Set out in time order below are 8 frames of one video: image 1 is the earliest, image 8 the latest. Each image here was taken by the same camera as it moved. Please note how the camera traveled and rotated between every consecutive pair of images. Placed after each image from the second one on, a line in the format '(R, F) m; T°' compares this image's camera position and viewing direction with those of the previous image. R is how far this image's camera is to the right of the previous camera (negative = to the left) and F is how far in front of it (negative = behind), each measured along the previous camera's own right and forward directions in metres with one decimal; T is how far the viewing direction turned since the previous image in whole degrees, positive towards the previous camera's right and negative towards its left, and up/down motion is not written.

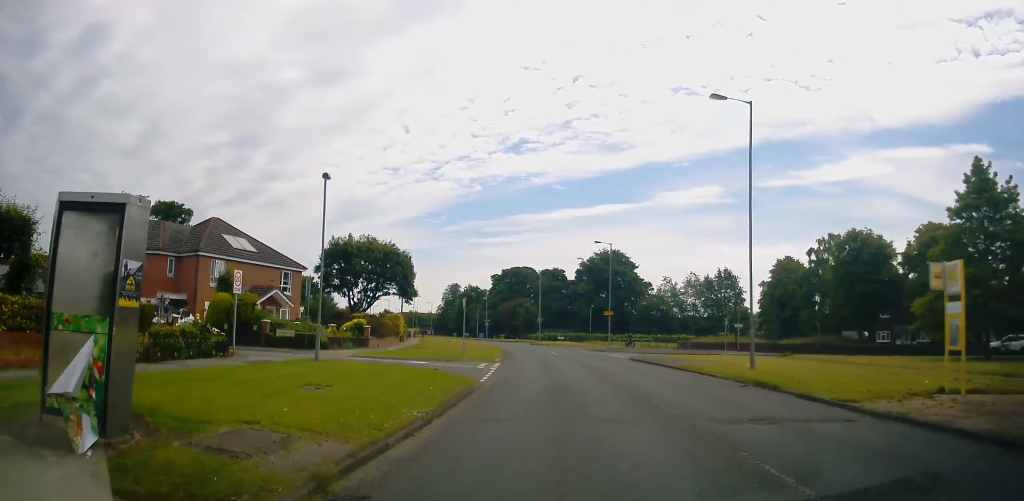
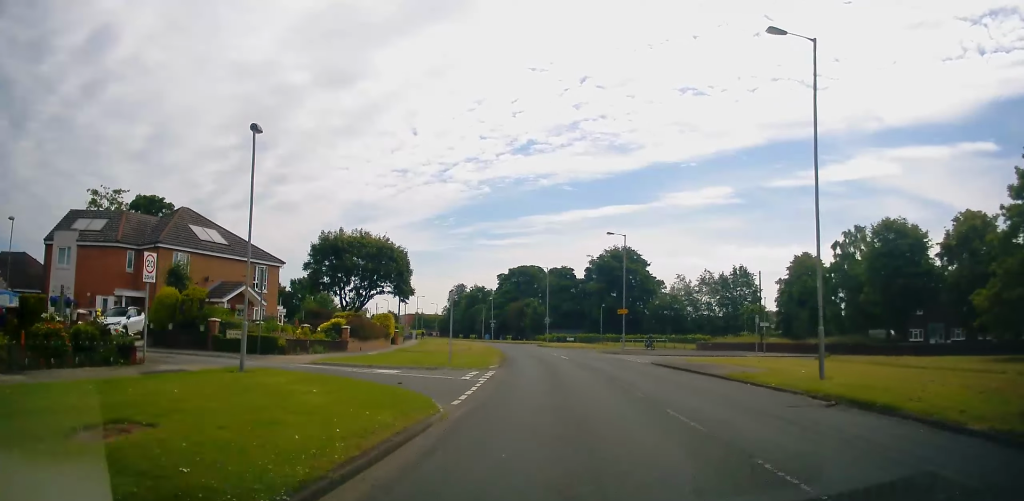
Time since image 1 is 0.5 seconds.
(+0.1, +5.4) m; -1°
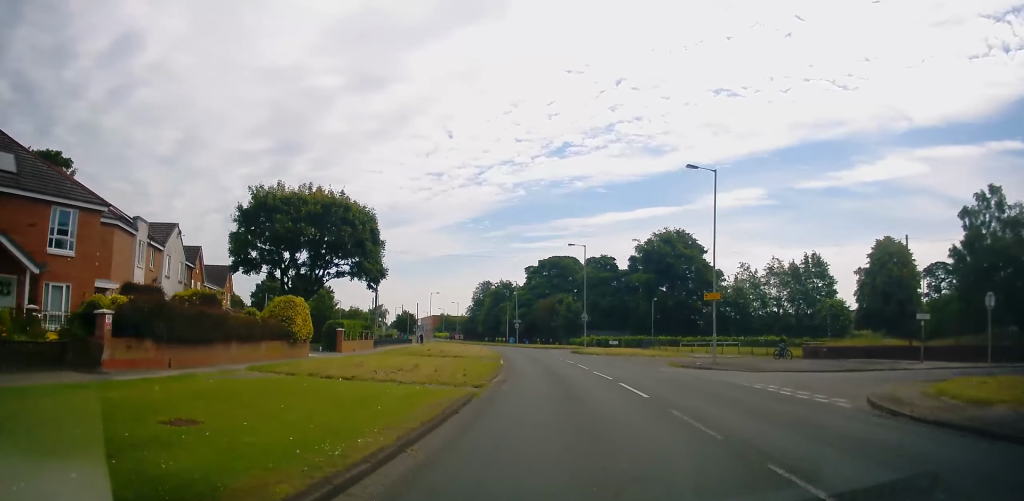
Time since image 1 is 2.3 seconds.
(-1.0, +20.7) m; -3°
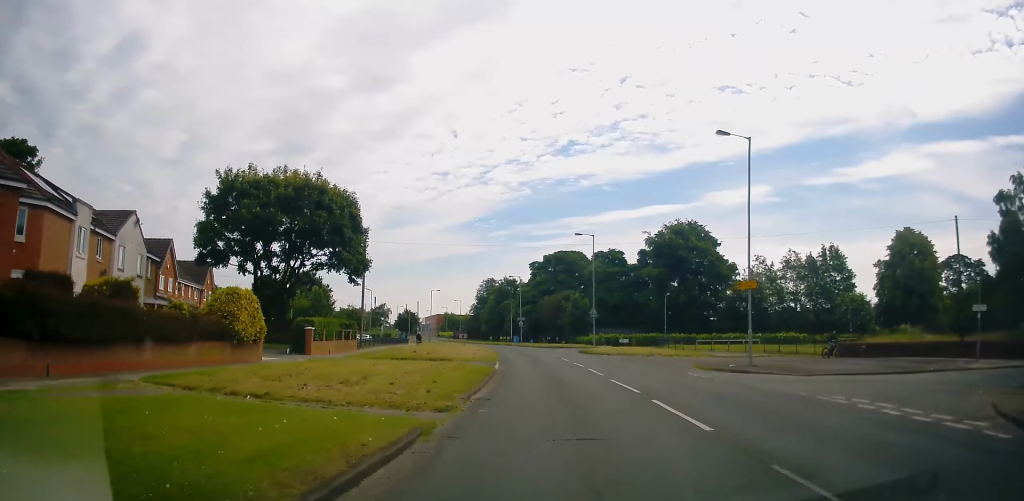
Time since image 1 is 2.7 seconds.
(0.0, +4.9) m; -1°
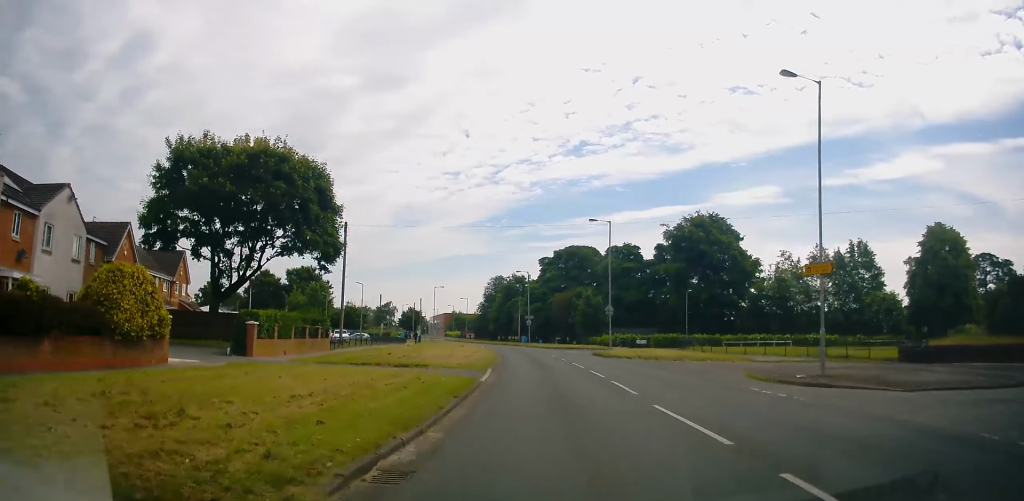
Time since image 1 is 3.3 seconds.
(+0.1, +6.4) m; -2°
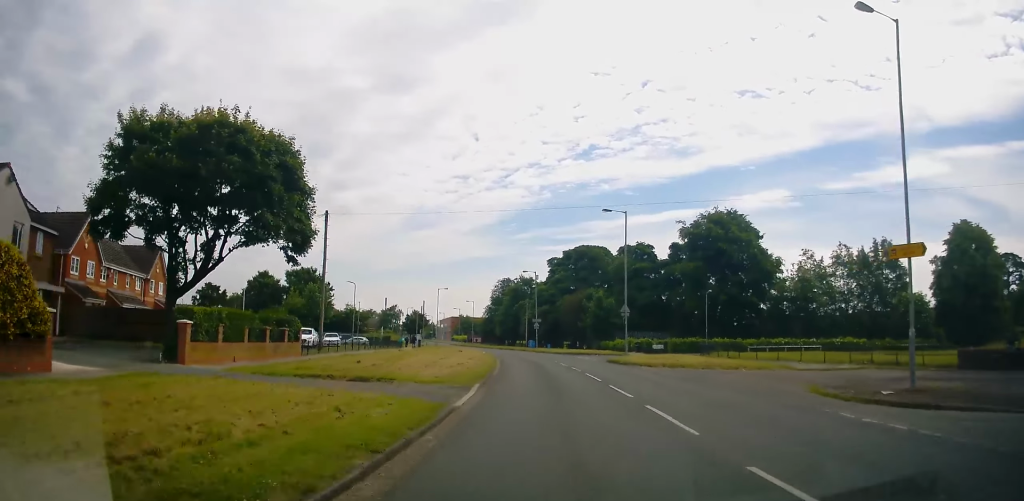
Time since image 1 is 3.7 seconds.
(-0.1, +5.0) m; 0°
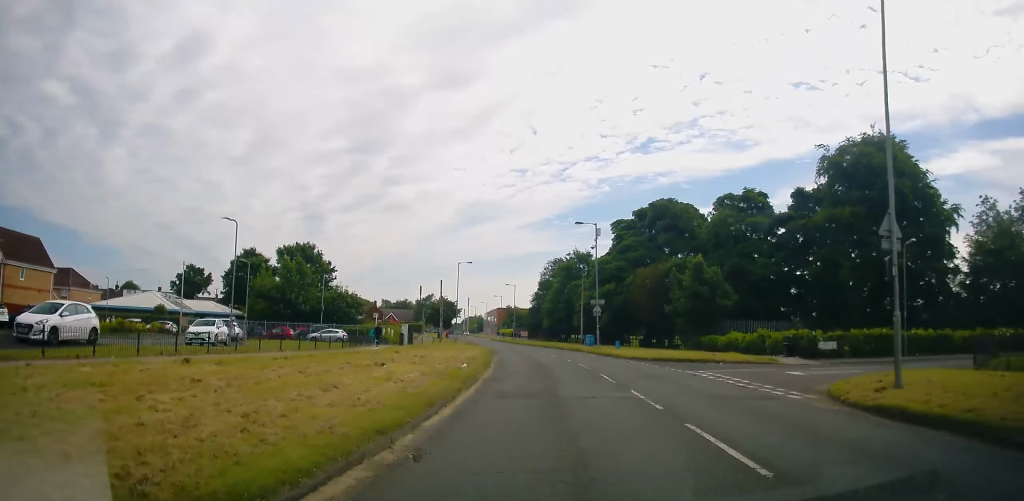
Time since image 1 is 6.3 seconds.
(-1.1, +29.5) m; -6°
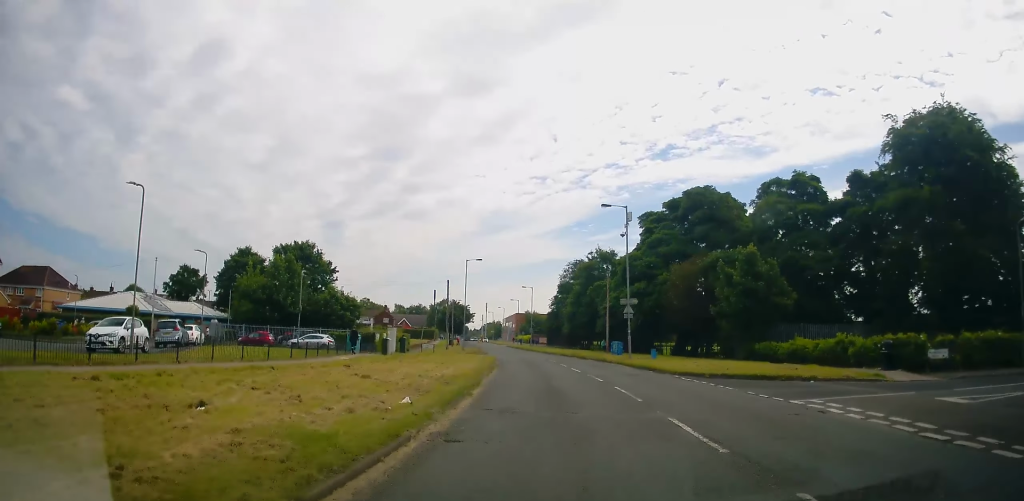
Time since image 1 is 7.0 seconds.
(+0.1, +8.8) m; -2°
